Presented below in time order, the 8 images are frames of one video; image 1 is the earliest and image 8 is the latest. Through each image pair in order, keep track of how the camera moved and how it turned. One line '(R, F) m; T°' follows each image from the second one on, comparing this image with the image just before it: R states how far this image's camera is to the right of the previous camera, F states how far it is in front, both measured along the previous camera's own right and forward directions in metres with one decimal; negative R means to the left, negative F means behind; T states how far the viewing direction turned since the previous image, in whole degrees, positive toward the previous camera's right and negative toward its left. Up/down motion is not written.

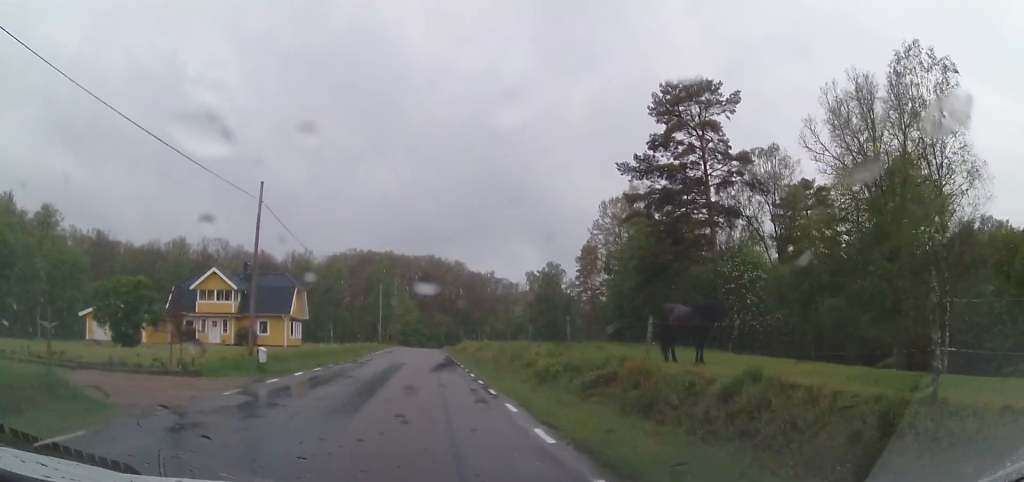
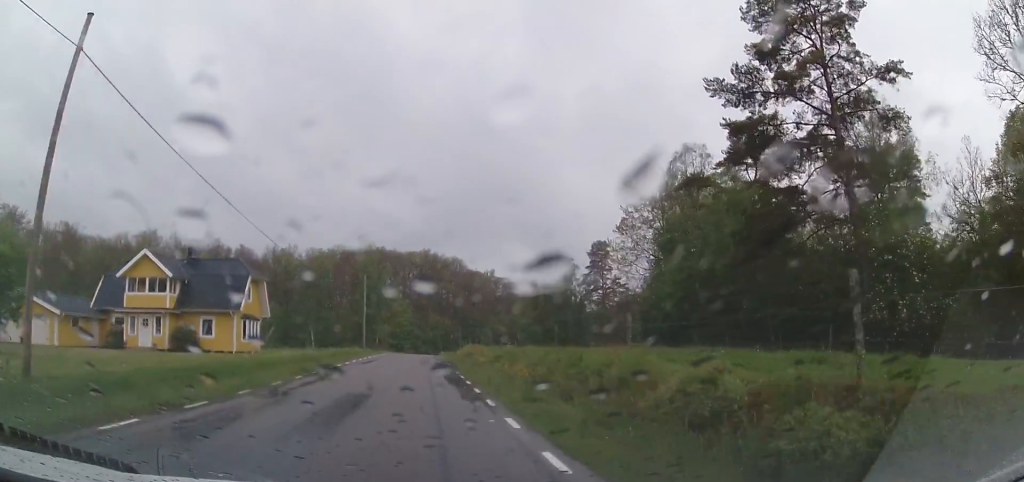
(+0.8, +12.6) m; +1°
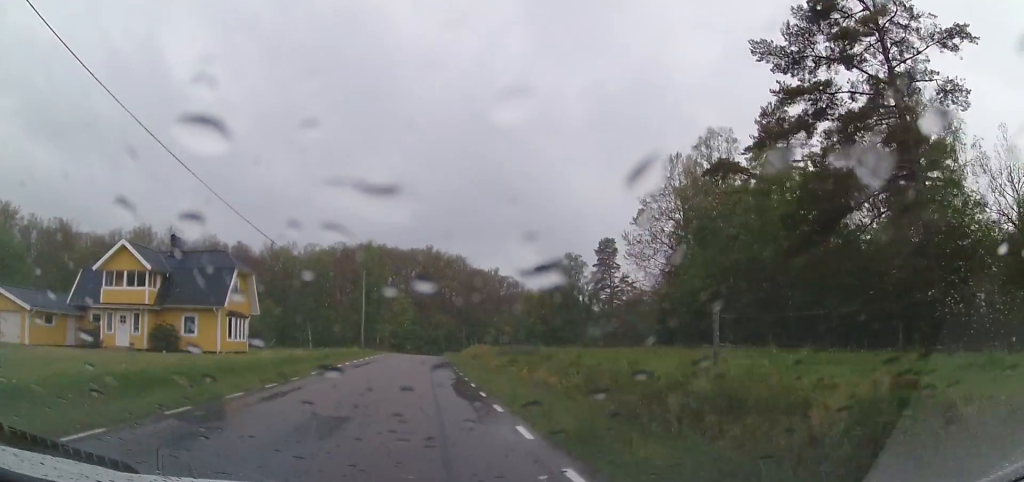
(-0.2, +3.7) m; -2°
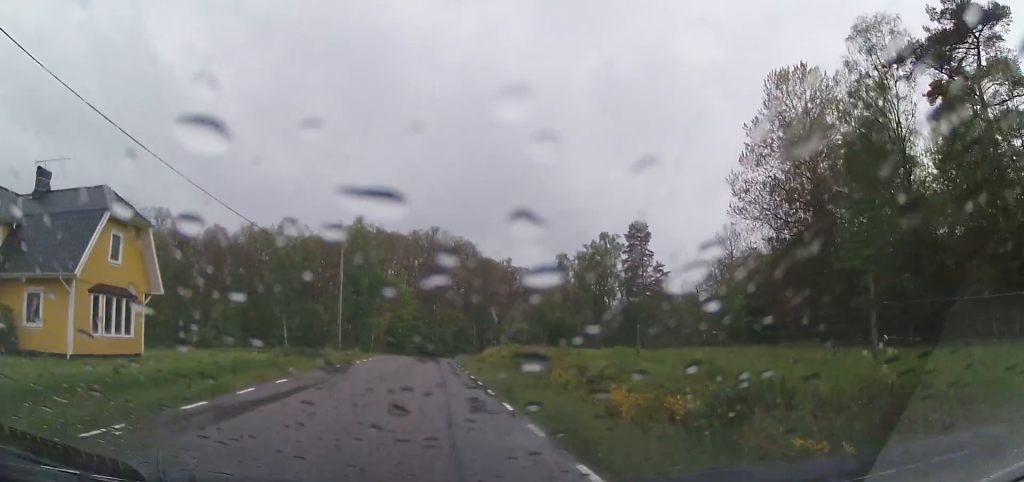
(-0.6, +16.5) m; -2°
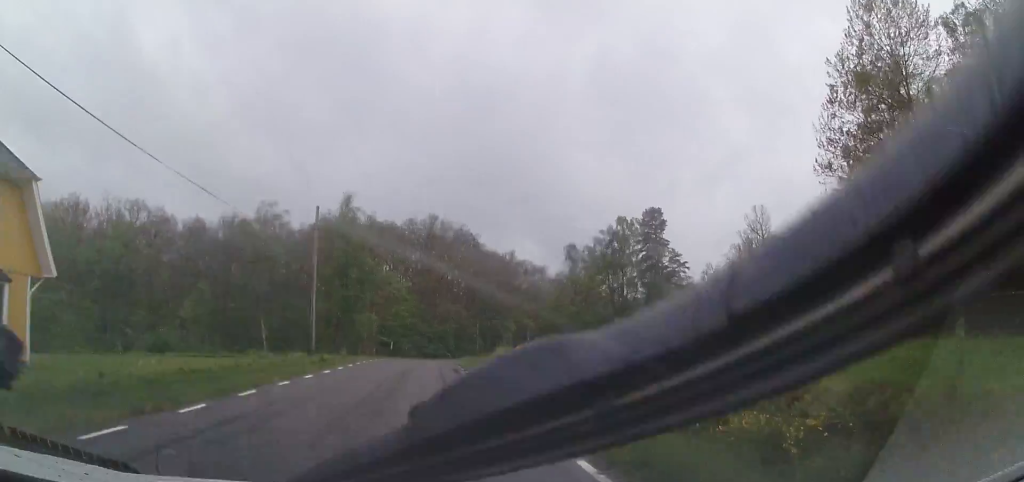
(+0.1, +8.0) m; 0°
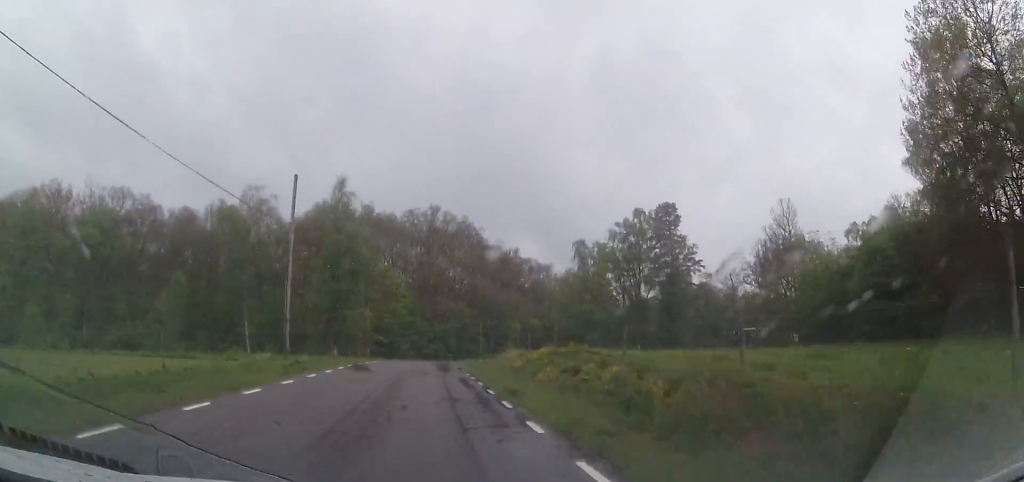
(0.0, +5.0) m; 0°
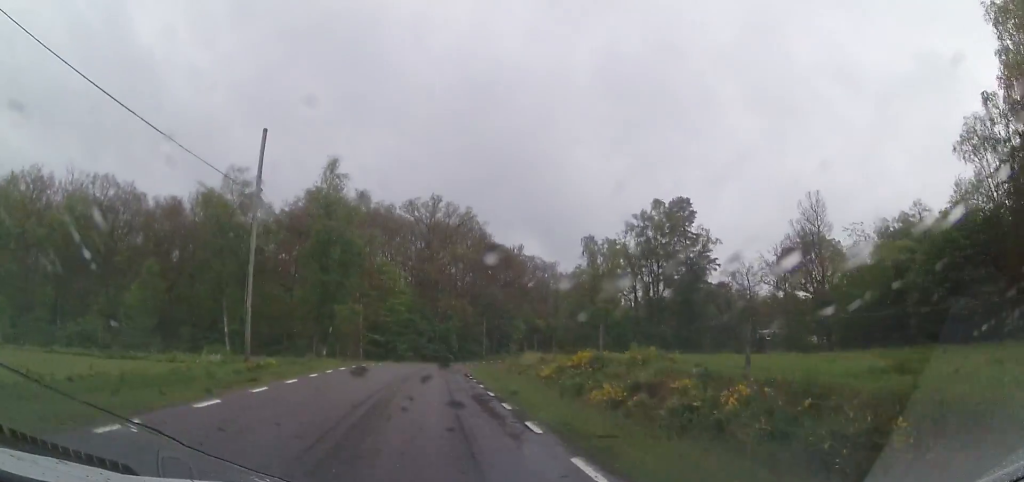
(0.0, +4.6) m; -1°
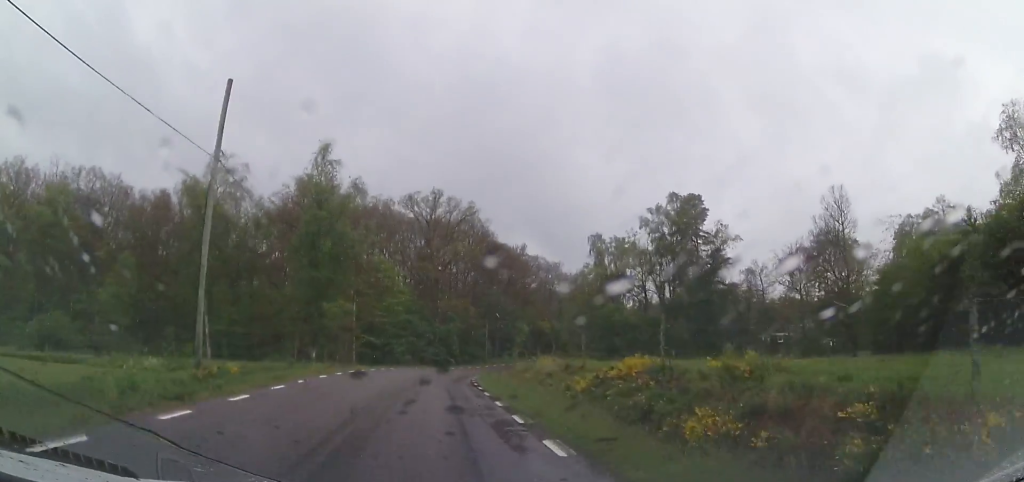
(0.0, +3.5) m; -1°
